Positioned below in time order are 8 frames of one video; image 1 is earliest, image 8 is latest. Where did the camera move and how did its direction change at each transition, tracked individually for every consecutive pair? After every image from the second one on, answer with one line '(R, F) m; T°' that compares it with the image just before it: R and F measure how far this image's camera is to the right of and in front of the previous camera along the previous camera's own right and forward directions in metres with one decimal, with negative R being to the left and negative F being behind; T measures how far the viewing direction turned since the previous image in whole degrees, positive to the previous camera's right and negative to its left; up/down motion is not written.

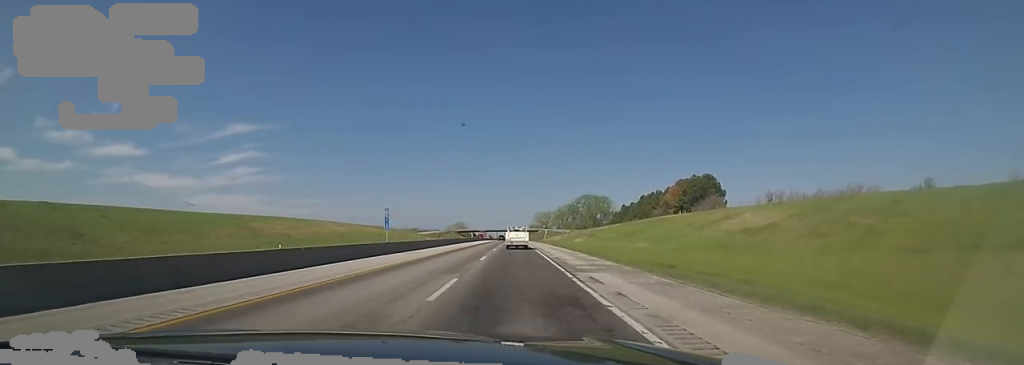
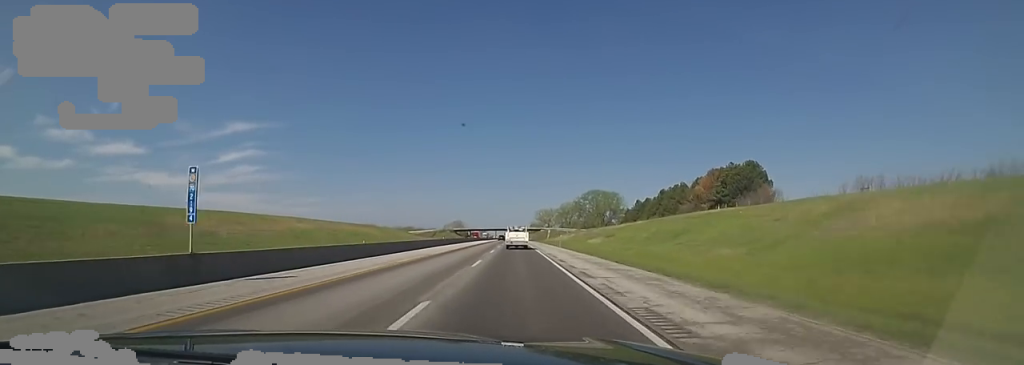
(0.0, +20.4) m; +1°
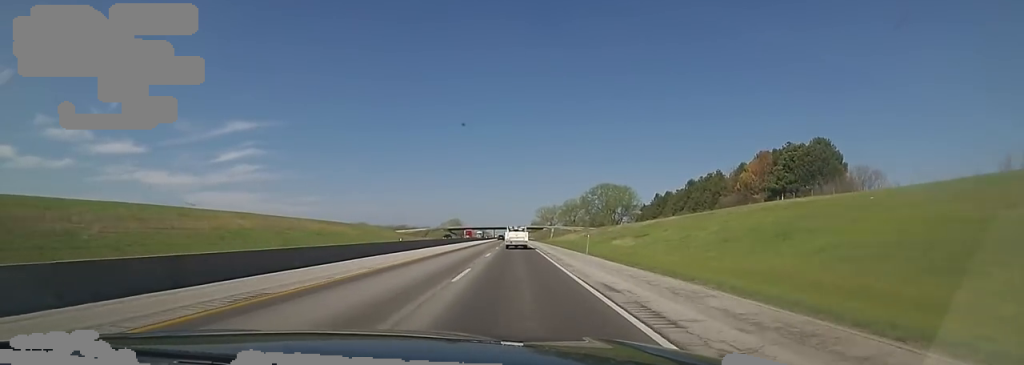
(+0.4, +21.5) m; +1°
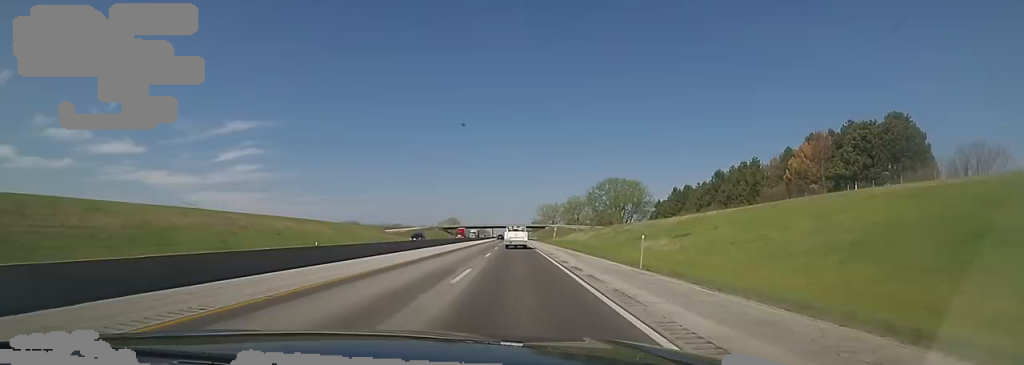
(+0.5, +15.5) m; 0°
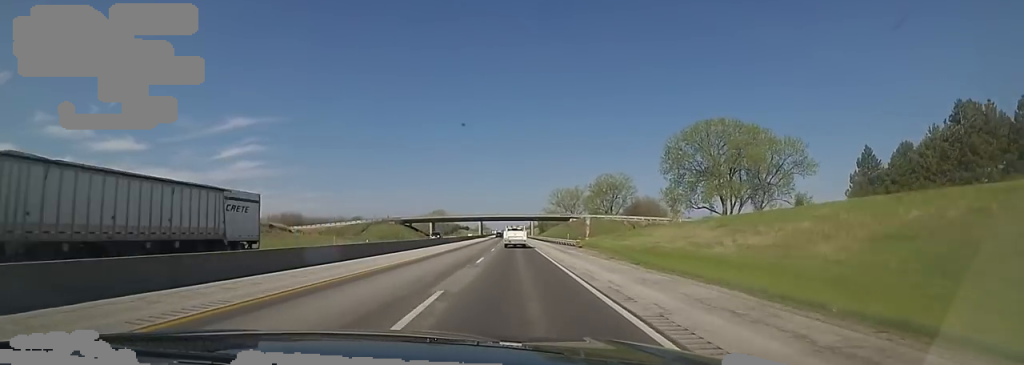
(-2.5, +84.5) m; -2°
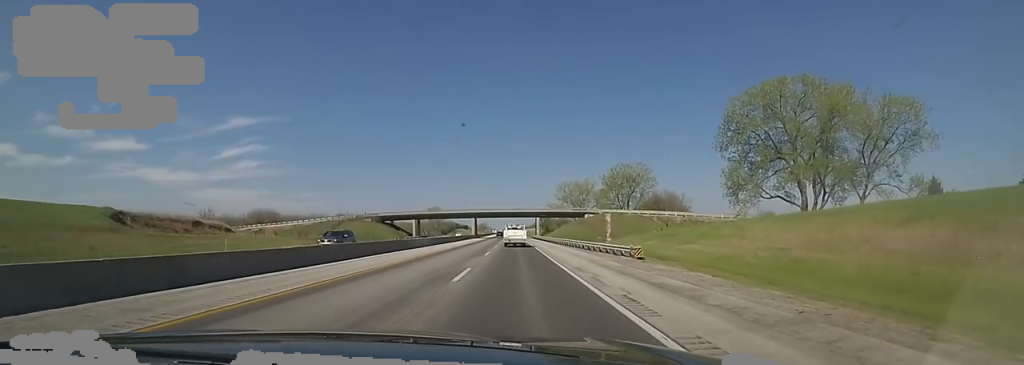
(-0.2, +24.1) m; 0°
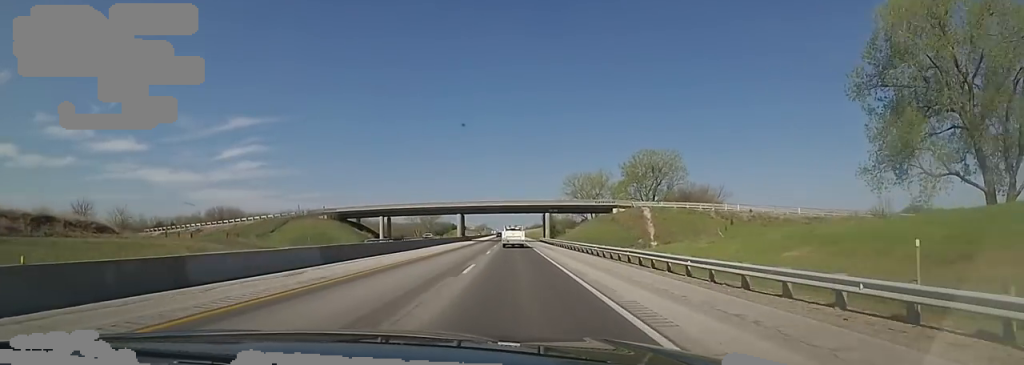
(+0.1, +27.7) m; 0°
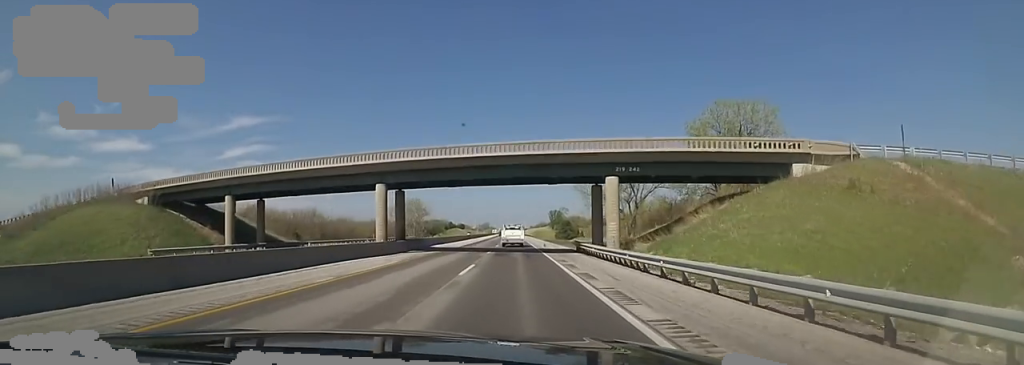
(-0.2, +46.7) m; 0°
